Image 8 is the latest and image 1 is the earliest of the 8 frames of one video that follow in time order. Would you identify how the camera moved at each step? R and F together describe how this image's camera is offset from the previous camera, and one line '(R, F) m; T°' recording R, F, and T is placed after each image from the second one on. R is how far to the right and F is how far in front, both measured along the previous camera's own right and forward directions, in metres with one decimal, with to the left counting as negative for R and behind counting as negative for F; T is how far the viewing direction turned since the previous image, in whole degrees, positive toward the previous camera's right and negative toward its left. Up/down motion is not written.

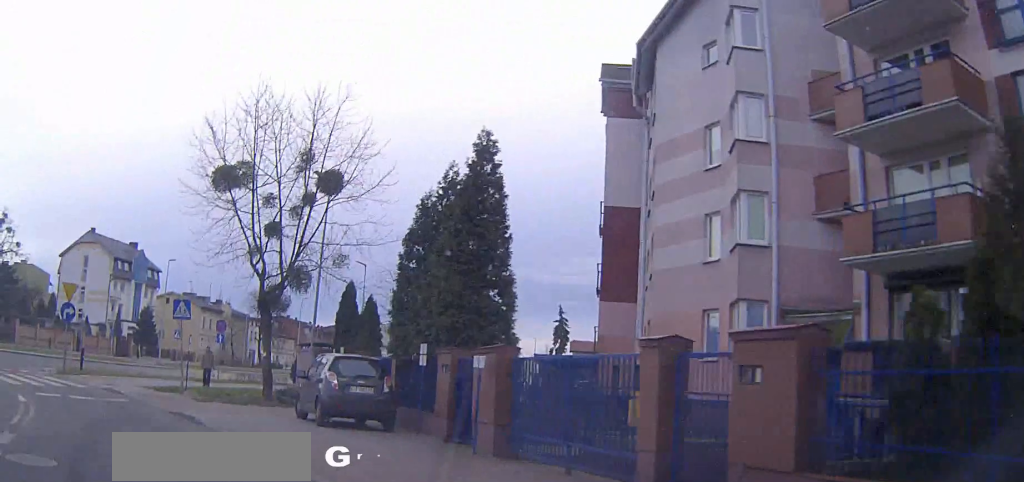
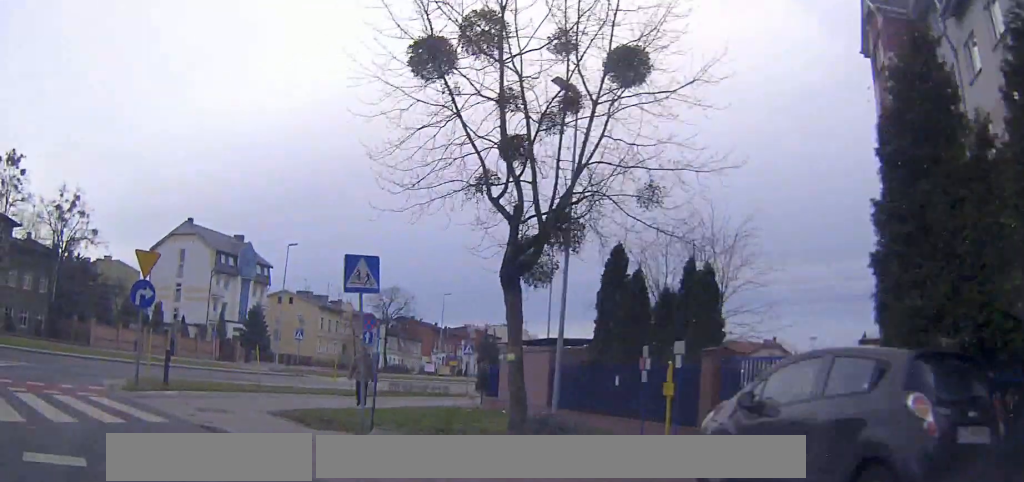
(-0.7, +11.5) m; -9°
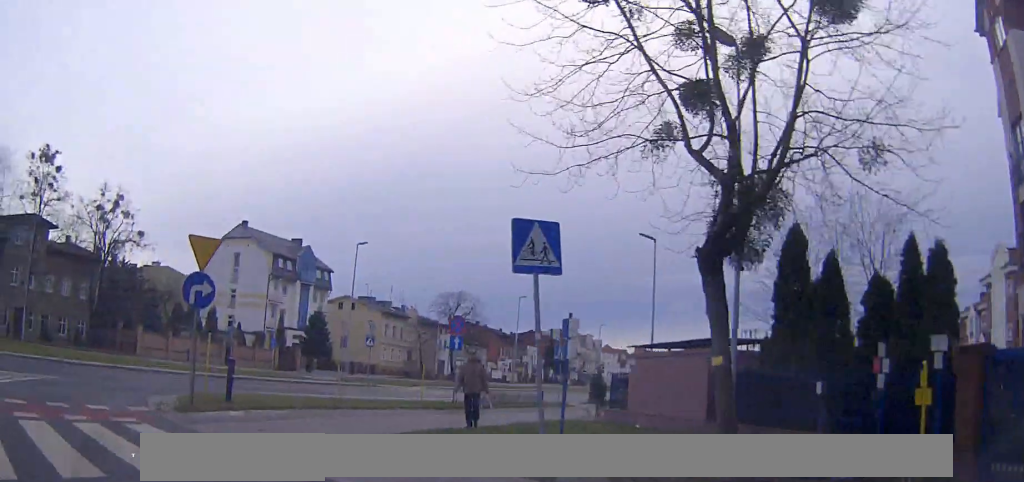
(-0.2, +4.1) m; -5°
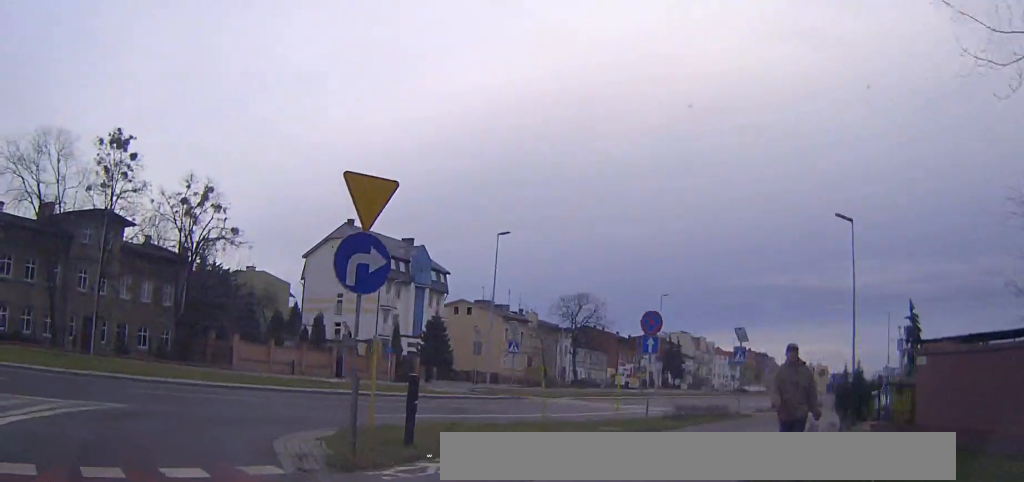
(-0.5, +6.8) m; -7°
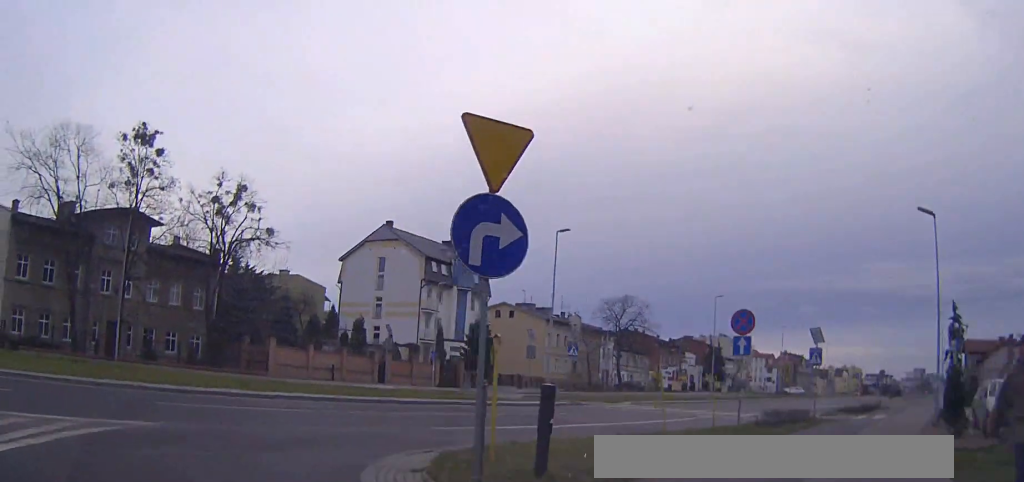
(-0.1, +3.1) m; -2°
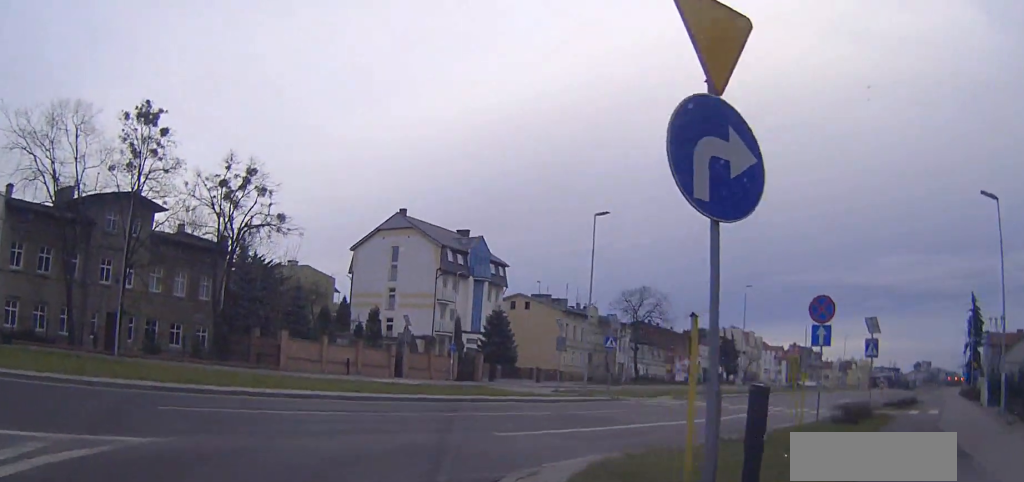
(-0.1, +3.7) m; -1°
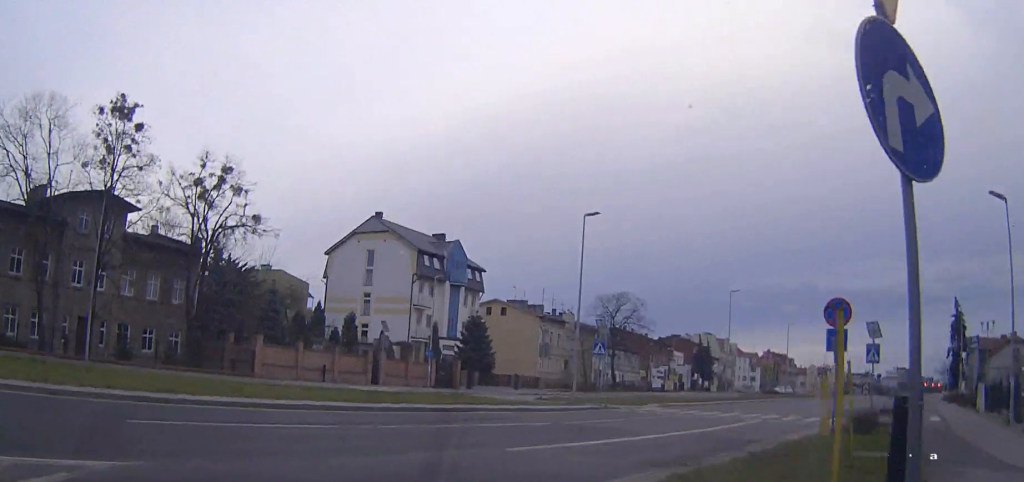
(0.0, +1.8) m; +1°
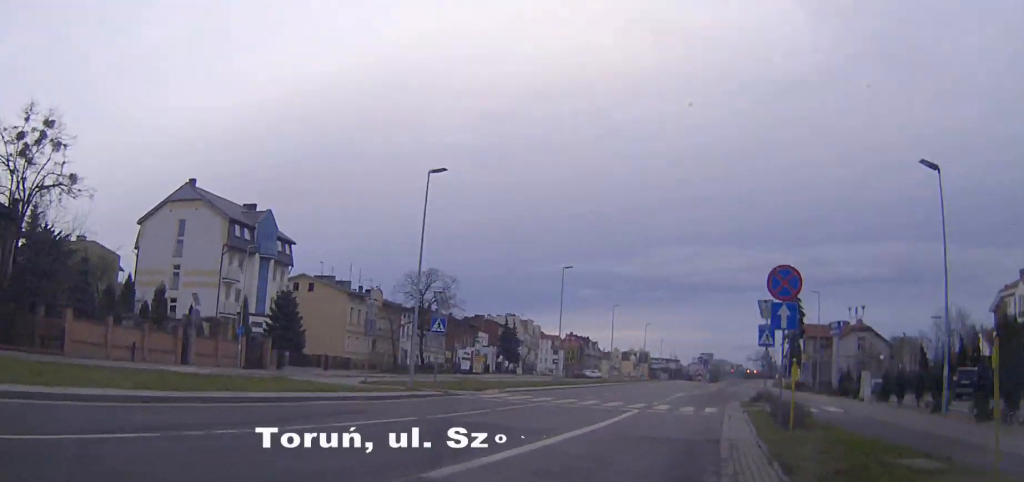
(+0.2, +4.9) m; +16°
